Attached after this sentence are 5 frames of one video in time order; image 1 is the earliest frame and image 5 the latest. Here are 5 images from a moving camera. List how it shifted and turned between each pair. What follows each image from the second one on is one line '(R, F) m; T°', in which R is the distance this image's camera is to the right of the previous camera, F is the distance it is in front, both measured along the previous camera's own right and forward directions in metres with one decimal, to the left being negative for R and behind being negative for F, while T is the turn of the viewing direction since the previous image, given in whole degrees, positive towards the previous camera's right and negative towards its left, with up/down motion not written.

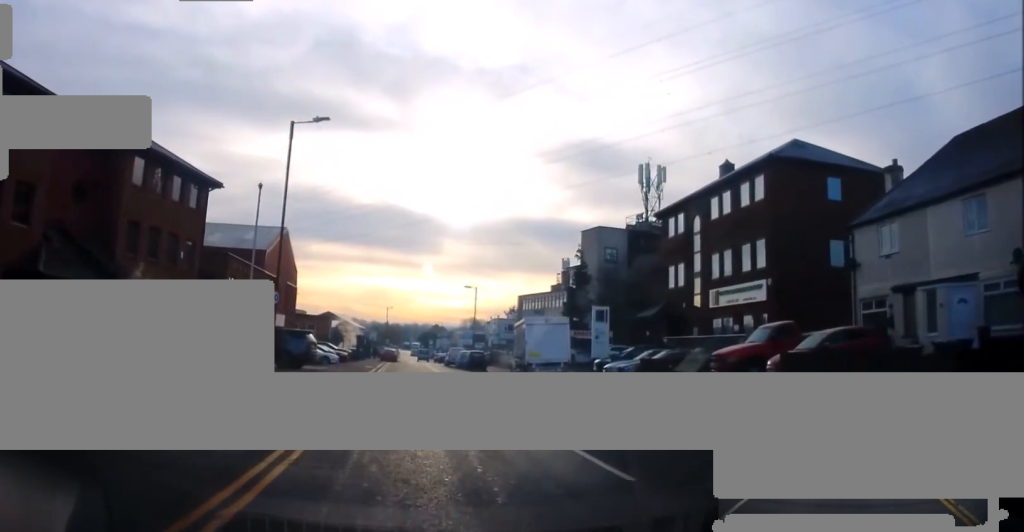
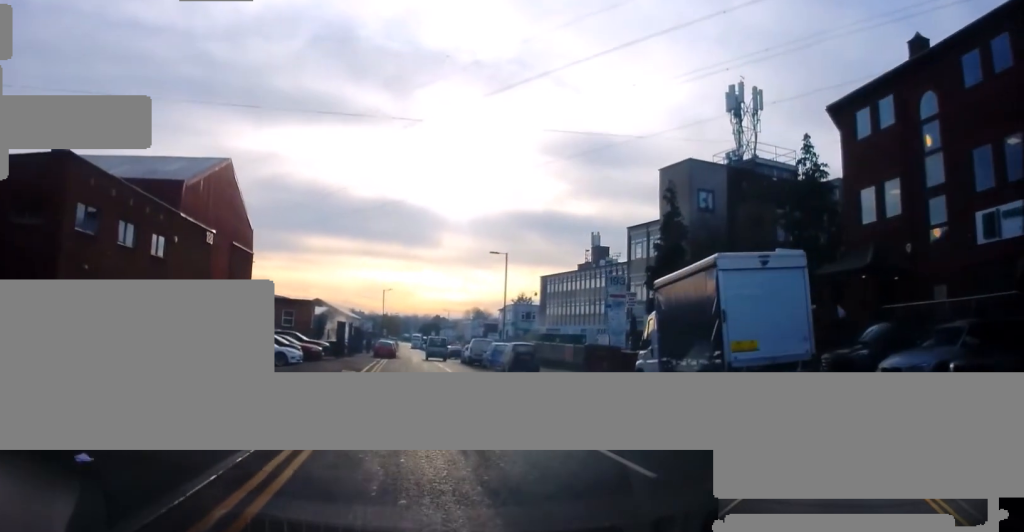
(+0.1, +18.4) m; +4°
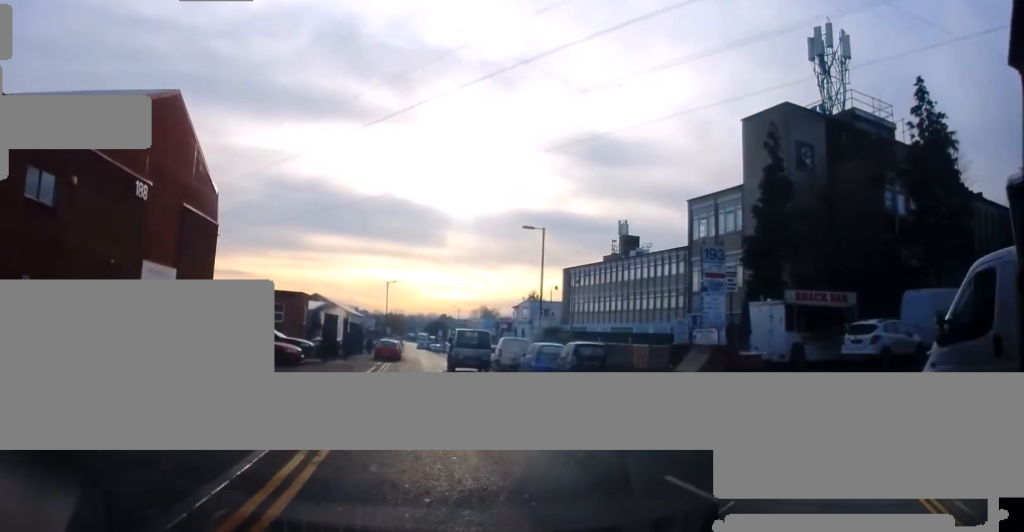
(0.0, +10.3) m; -1°
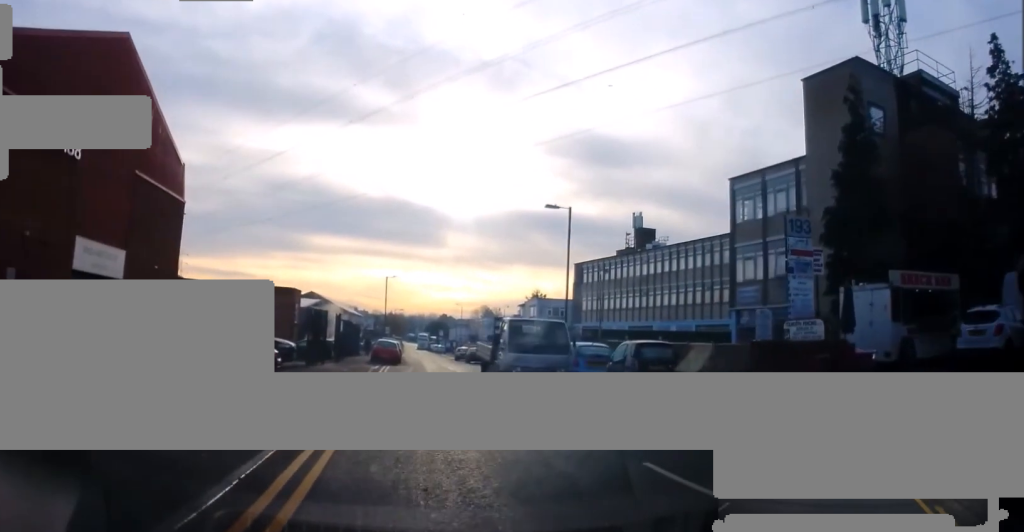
(-0.1, +6.6) m; -1°
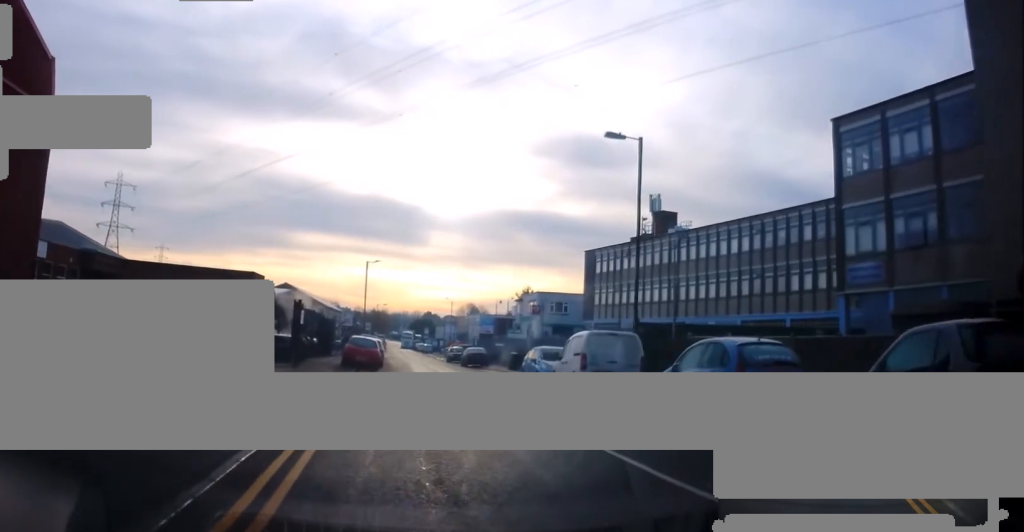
(+0.1, +10.8) m; +2°
